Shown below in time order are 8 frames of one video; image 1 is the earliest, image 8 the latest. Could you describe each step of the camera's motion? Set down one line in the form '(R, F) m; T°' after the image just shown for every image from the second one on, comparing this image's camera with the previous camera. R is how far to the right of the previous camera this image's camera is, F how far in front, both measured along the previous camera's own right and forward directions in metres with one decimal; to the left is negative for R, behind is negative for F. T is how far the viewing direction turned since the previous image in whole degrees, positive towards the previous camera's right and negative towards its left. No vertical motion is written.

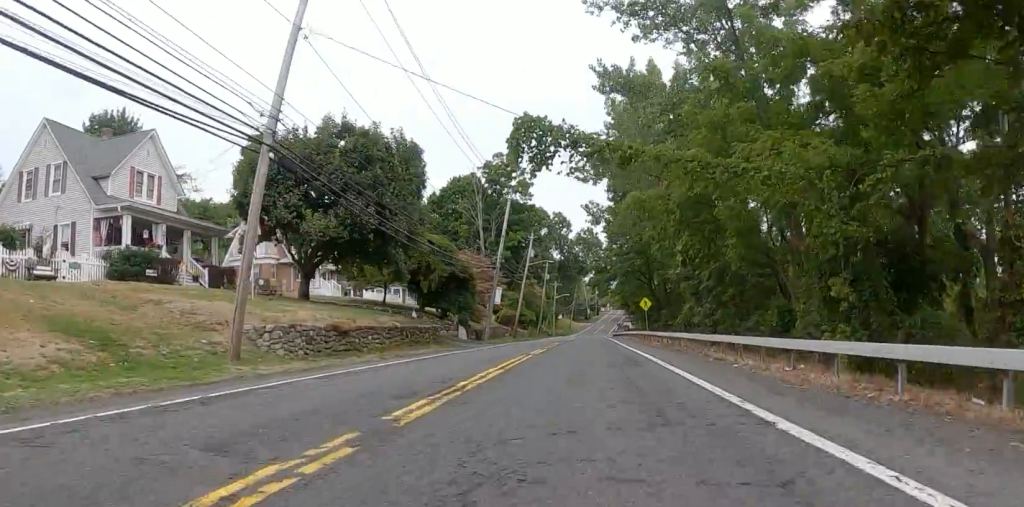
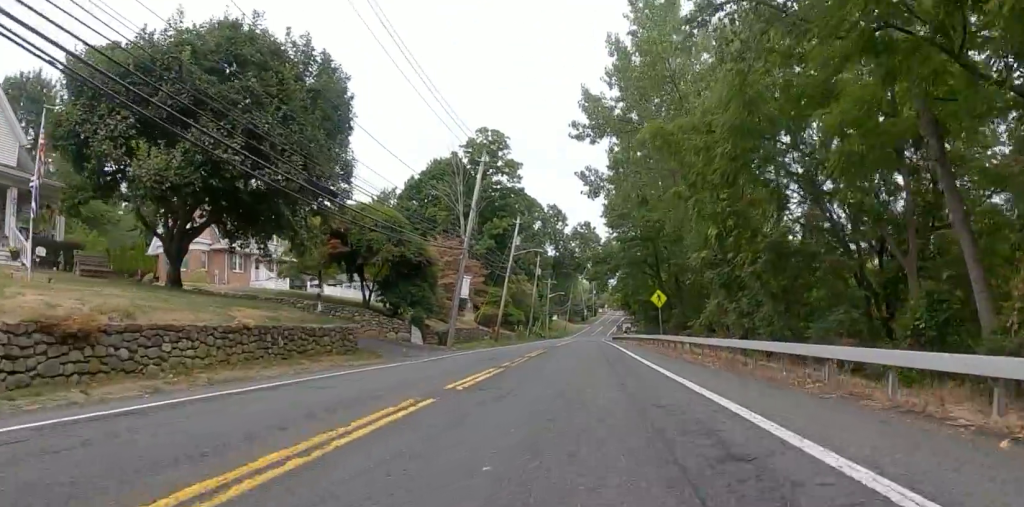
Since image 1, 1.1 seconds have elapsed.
(0.0, +11.0) m; 0°
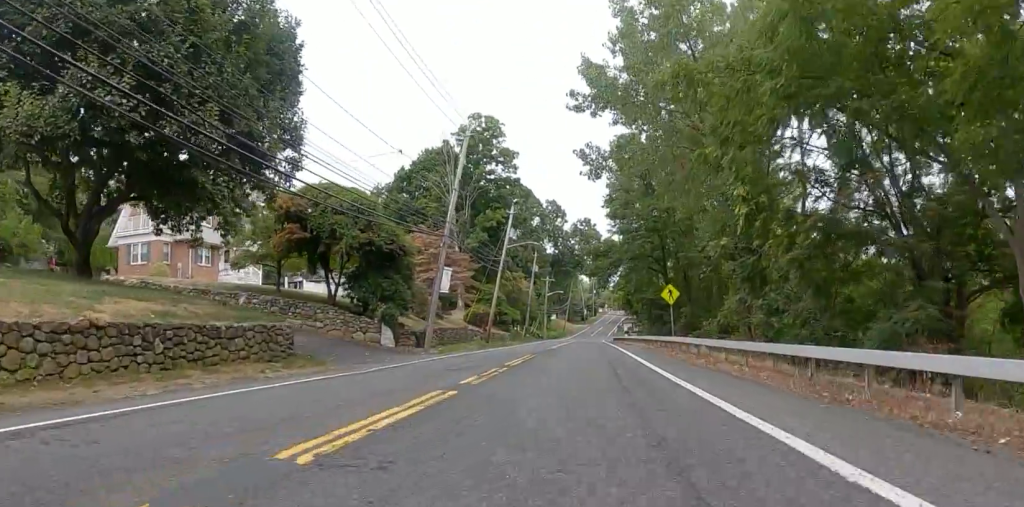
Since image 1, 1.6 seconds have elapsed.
(0.0, +4.9) m; 0°
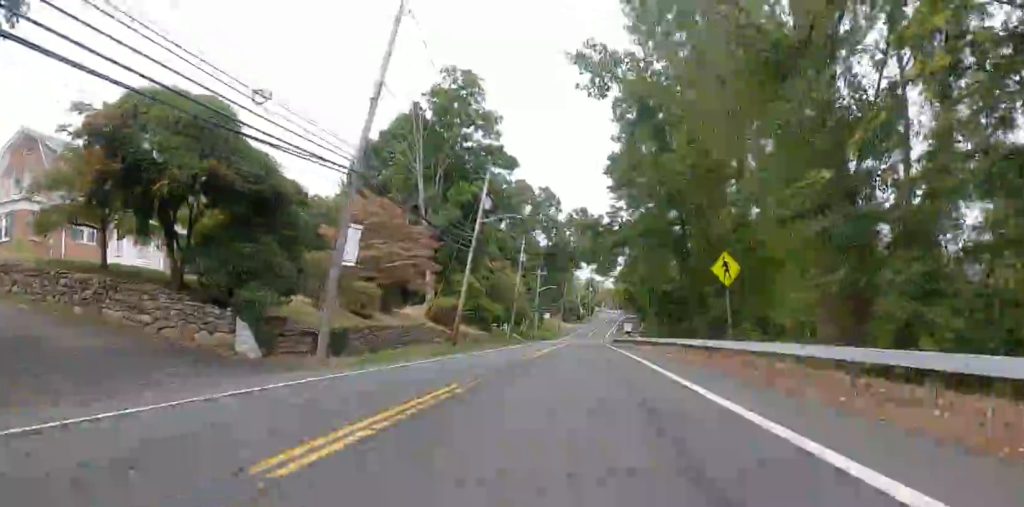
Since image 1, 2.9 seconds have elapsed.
(0.0, +12.1) m; 0°
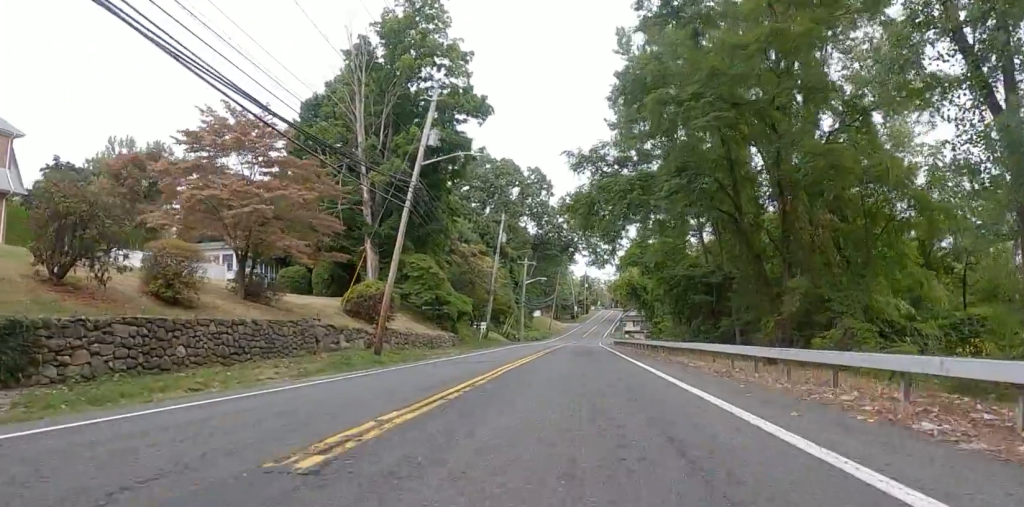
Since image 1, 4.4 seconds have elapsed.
(0.0, +14.1) m; 0°
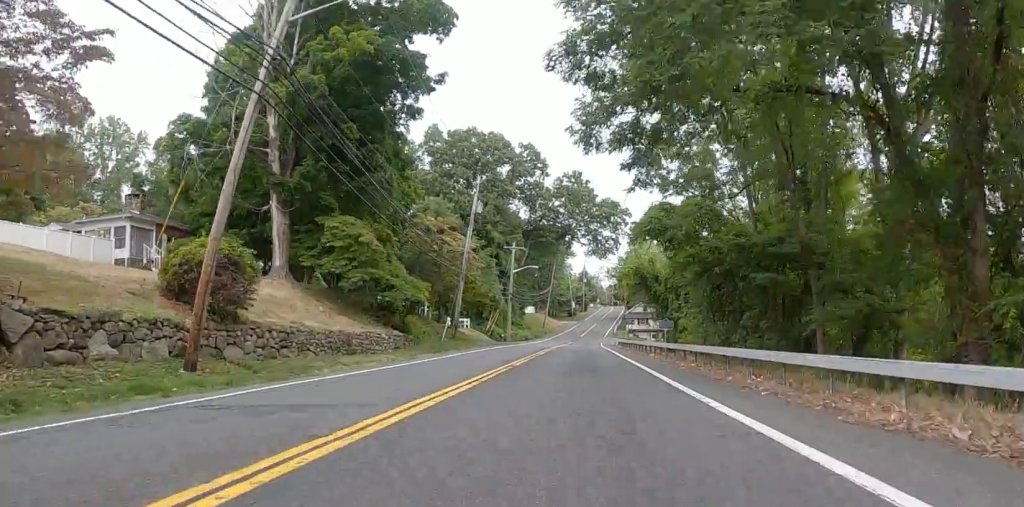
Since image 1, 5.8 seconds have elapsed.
(0.0, +13.0) m; 0°
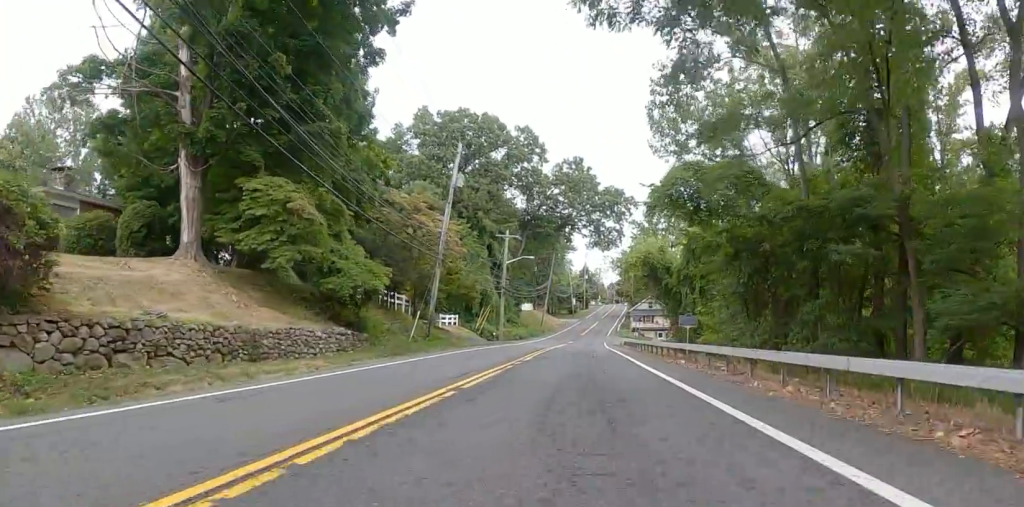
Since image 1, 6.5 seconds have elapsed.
(0.0, +7.4) m; 0°
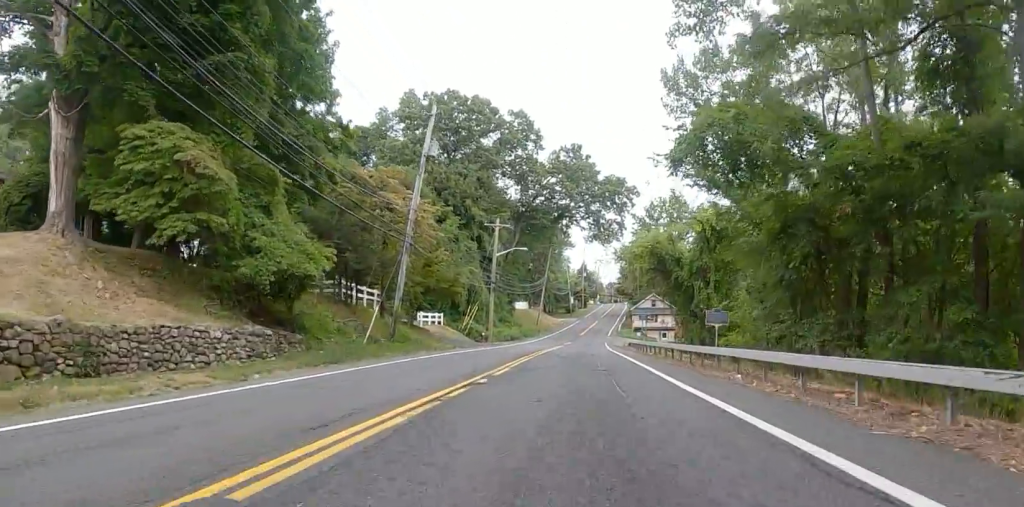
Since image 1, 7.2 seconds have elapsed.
(0.0, +6.6) m; 0°
